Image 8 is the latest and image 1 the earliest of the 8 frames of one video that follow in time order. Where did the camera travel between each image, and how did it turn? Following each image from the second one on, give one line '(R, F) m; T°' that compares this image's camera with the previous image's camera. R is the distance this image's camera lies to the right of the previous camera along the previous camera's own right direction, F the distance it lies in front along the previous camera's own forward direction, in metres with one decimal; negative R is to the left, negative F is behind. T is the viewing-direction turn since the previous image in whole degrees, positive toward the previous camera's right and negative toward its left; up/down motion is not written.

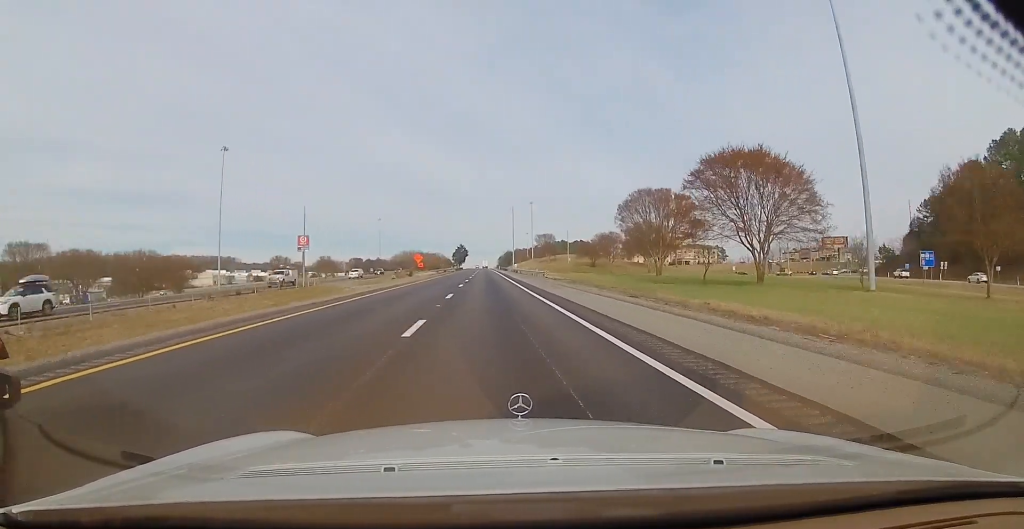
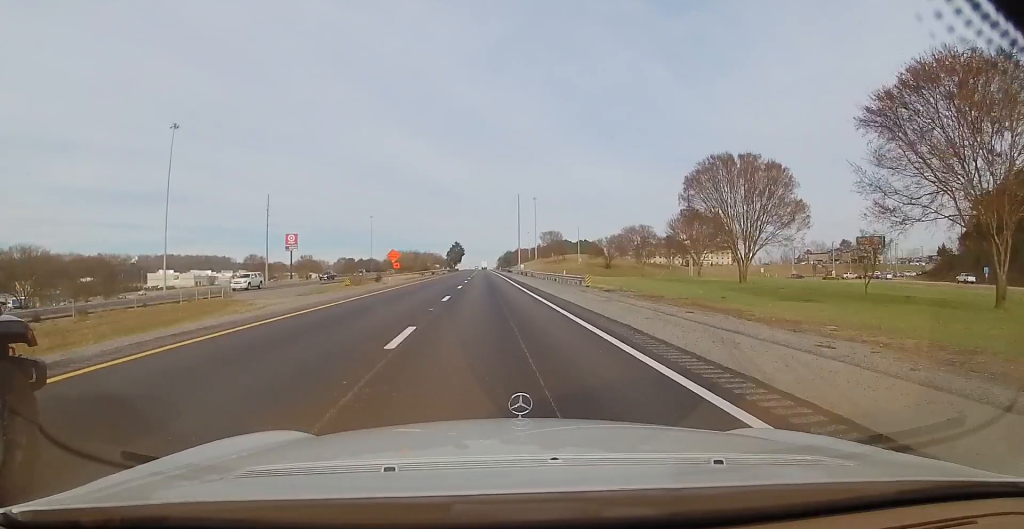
(0.0, +25.9) m; 0°
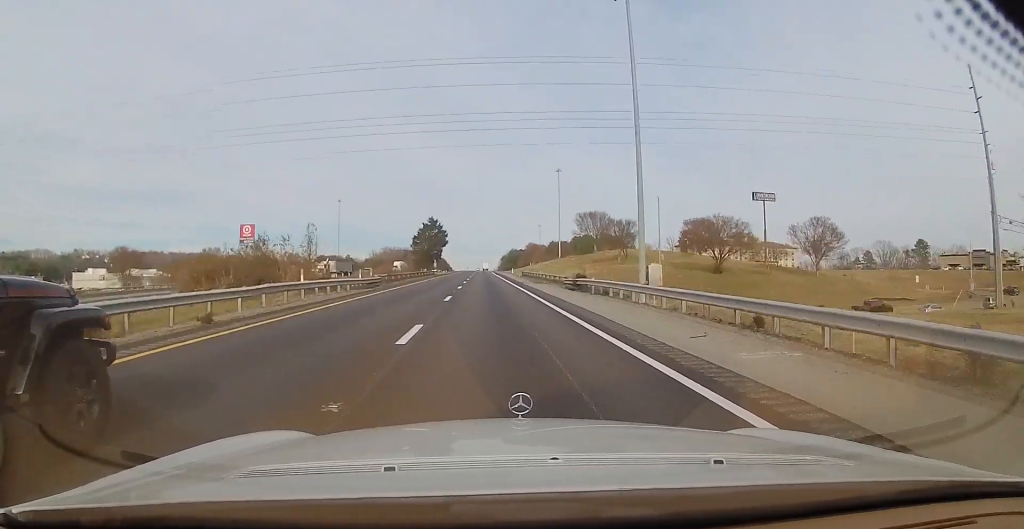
(-1.0, +84.2) m; -1°
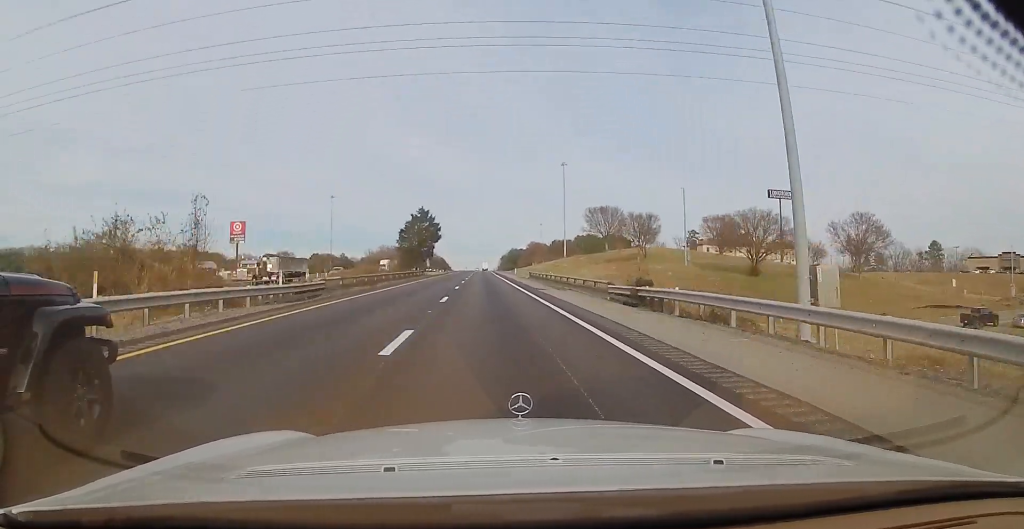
(0.0, +13.5) m; 0°
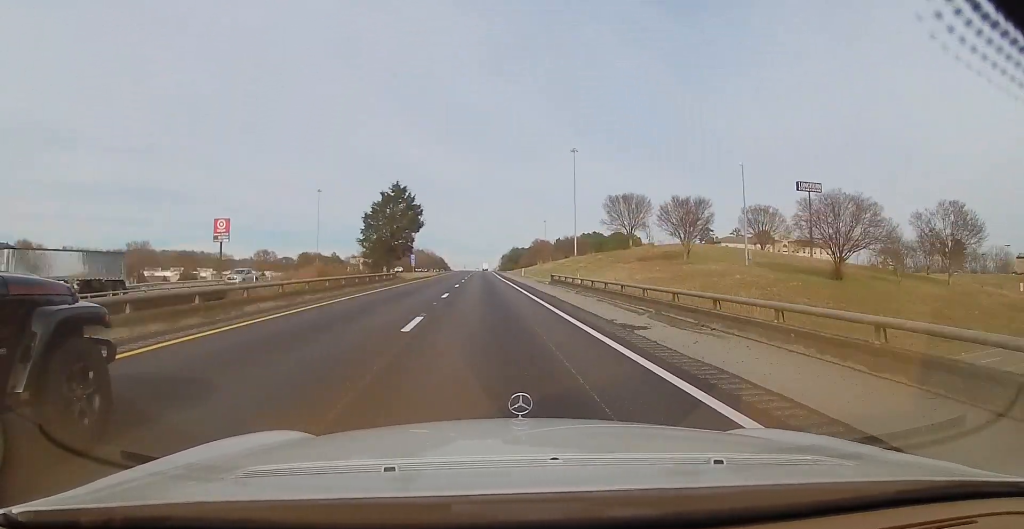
(+0.1, +21.3) m; 0°
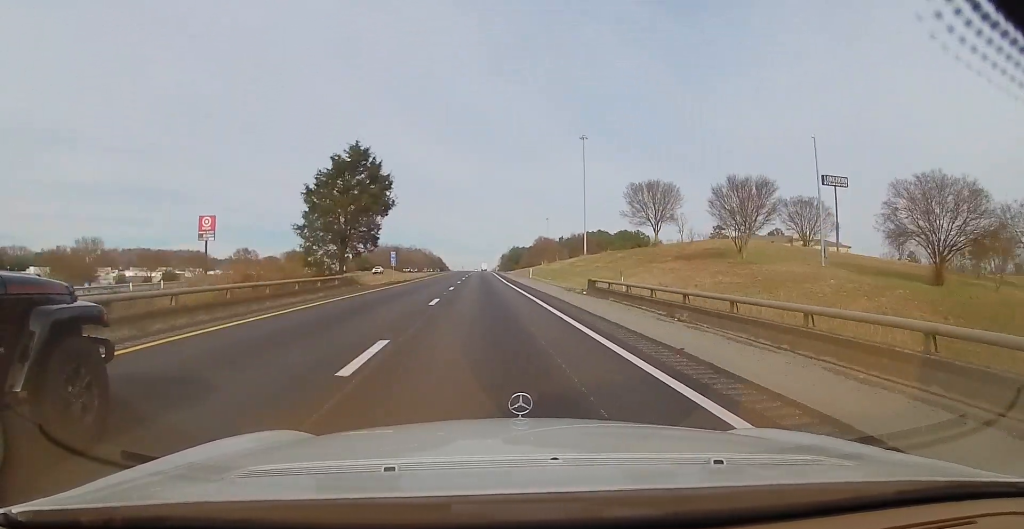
(+0.2, +16.9) m; 0°
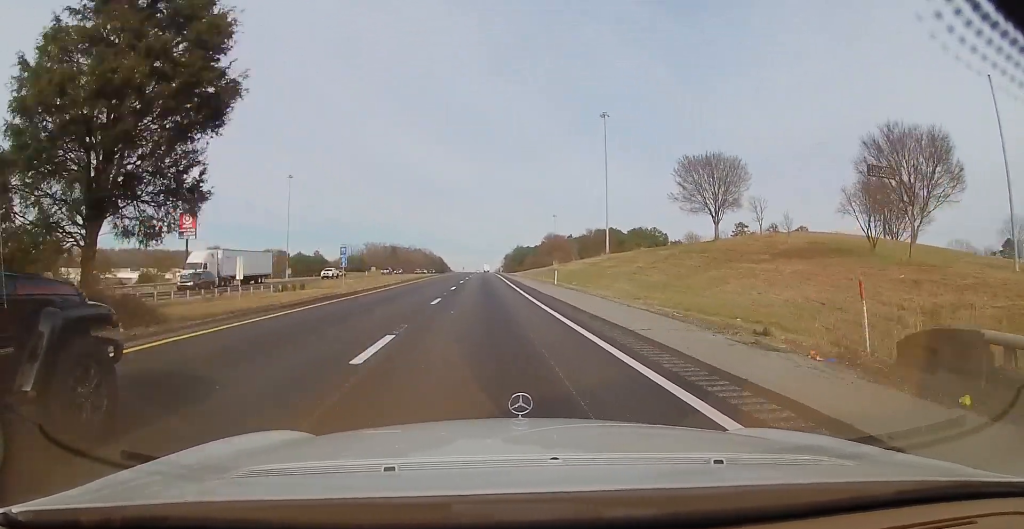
(-0.3, +23.3) m; 0°
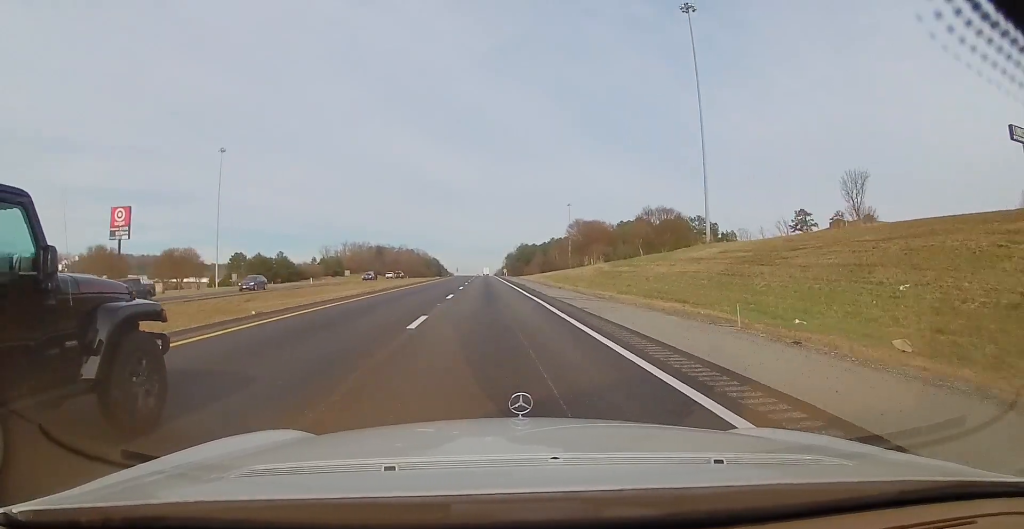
(+0.3, +56.3) m; +1°
